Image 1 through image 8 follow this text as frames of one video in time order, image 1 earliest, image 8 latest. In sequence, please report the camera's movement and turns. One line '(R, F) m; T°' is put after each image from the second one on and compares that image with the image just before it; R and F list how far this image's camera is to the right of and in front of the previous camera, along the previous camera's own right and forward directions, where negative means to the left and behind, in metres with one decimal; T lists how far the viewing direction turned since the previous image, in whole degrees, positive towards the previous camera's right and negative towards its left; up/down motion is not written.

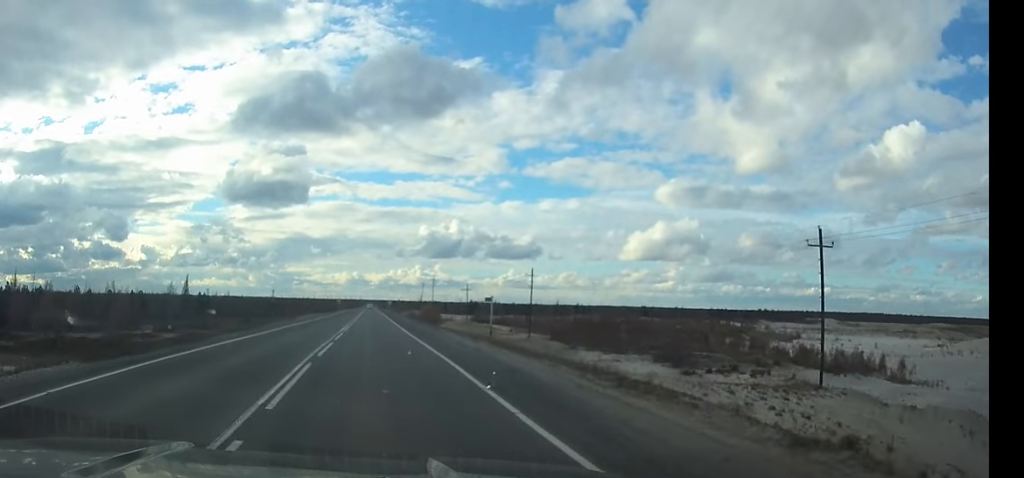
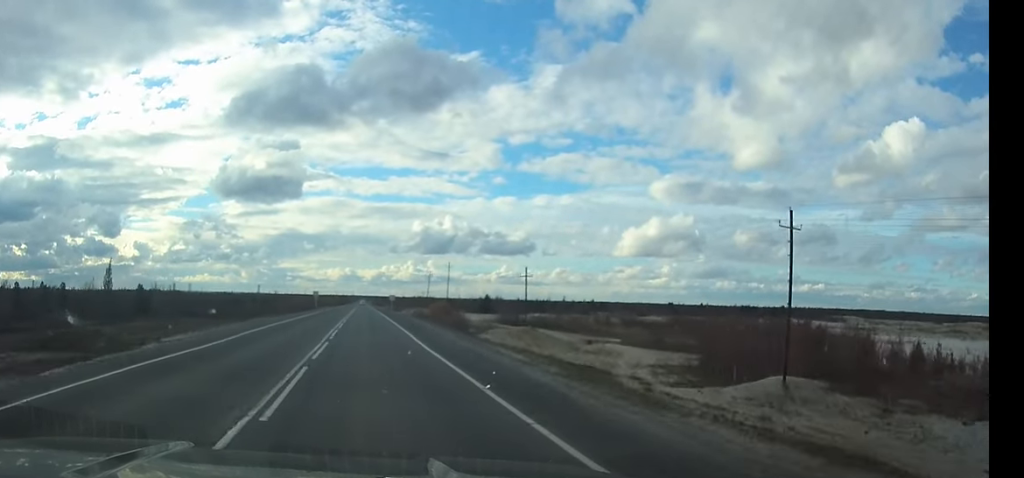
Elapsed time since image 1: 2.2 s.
(+0.1, +48.5) m; 0°
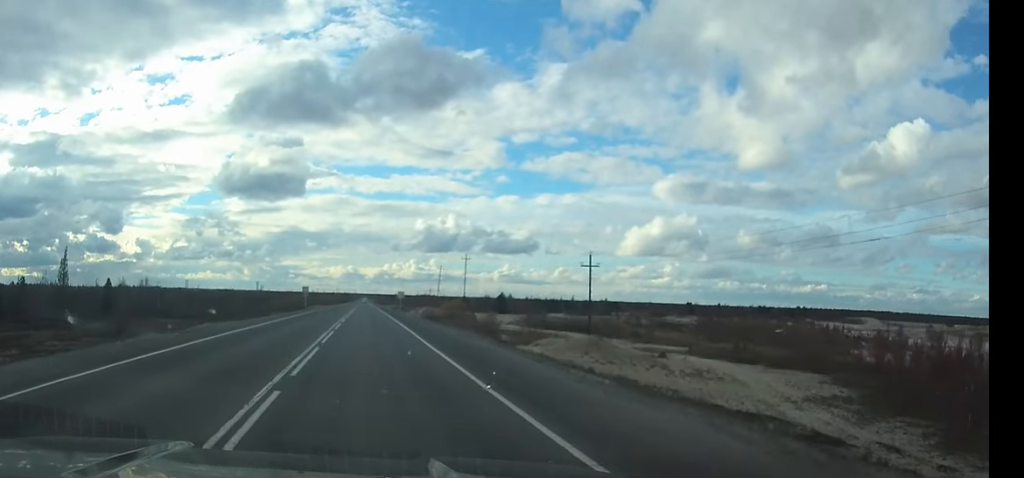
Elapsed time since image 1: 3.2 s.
(0.0, +21.1) m; 0°
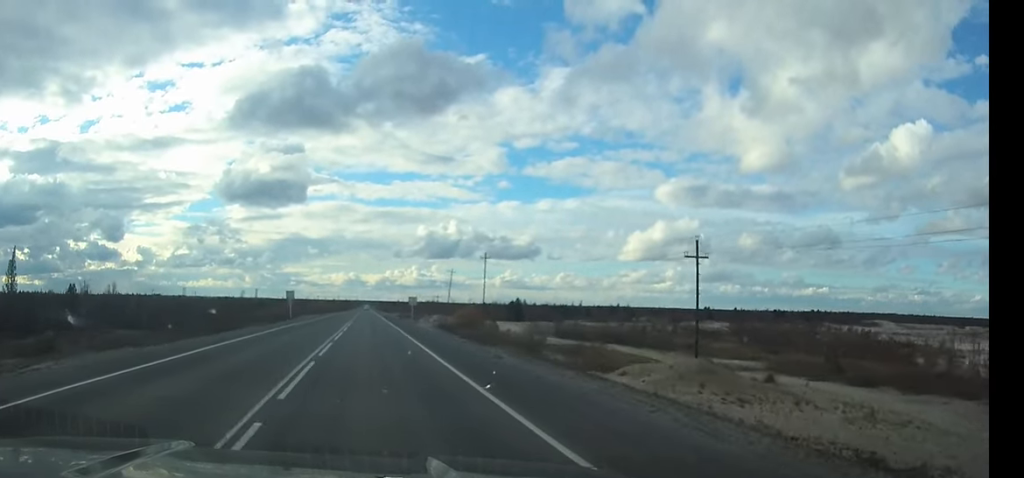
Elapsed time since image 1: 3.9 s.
(0.0, +17.9) m; 0°
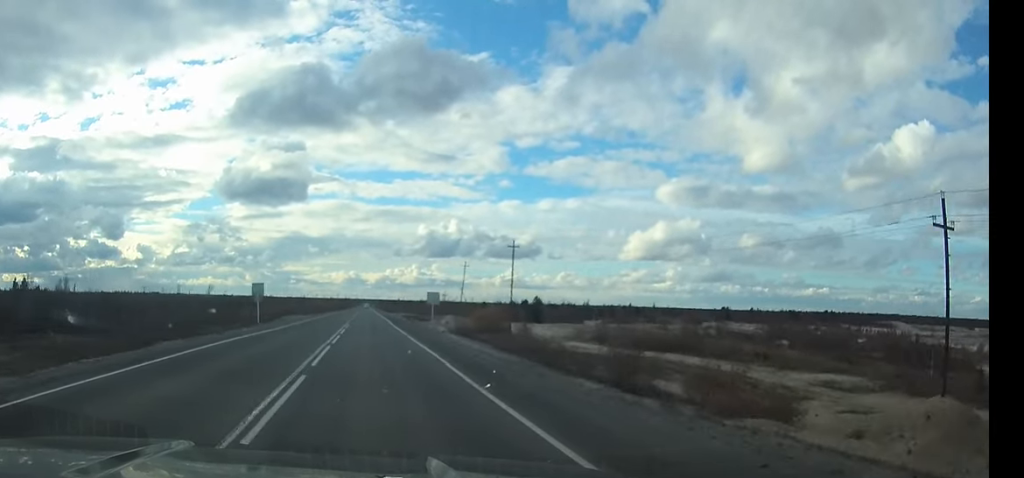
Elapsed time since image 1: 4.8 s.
(0.0, +18.9) m; 0°
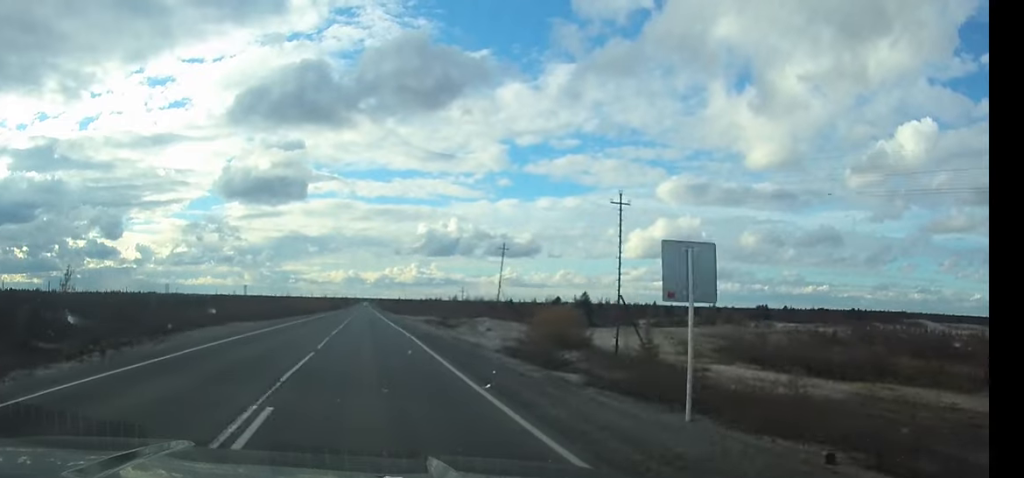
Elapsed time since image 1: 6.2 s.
(0.0, +35.1) m; 0°
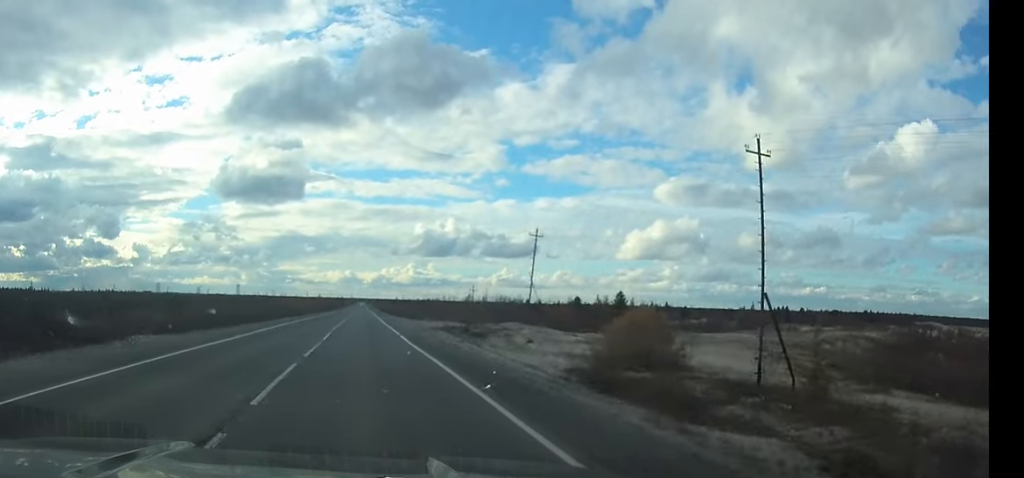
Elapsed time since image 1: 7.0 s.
(0.0, +18.9) m; 0°
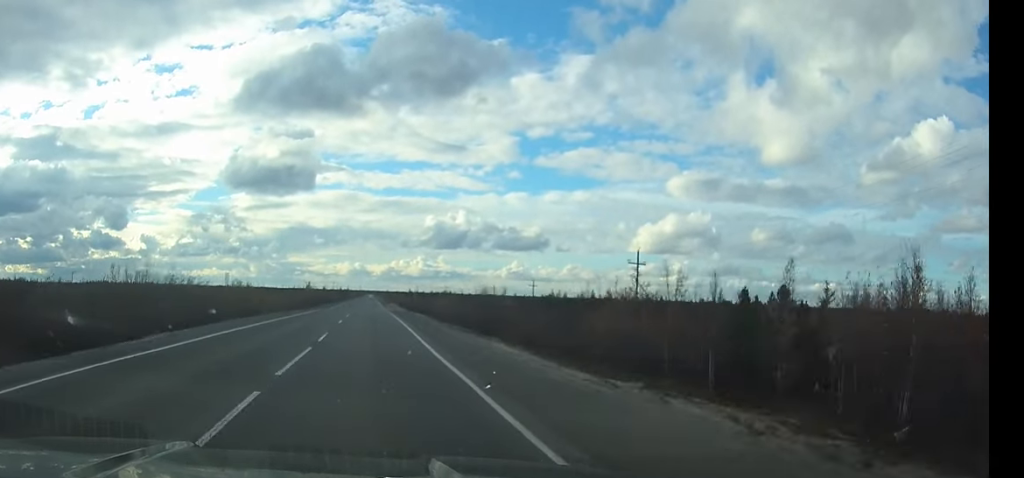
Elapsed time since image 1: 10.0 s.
(-0.3, +77.7) m; 0°
